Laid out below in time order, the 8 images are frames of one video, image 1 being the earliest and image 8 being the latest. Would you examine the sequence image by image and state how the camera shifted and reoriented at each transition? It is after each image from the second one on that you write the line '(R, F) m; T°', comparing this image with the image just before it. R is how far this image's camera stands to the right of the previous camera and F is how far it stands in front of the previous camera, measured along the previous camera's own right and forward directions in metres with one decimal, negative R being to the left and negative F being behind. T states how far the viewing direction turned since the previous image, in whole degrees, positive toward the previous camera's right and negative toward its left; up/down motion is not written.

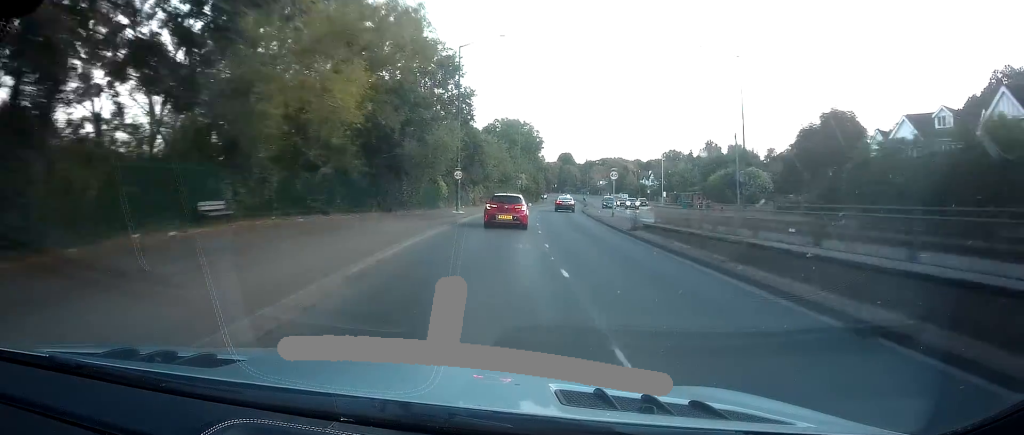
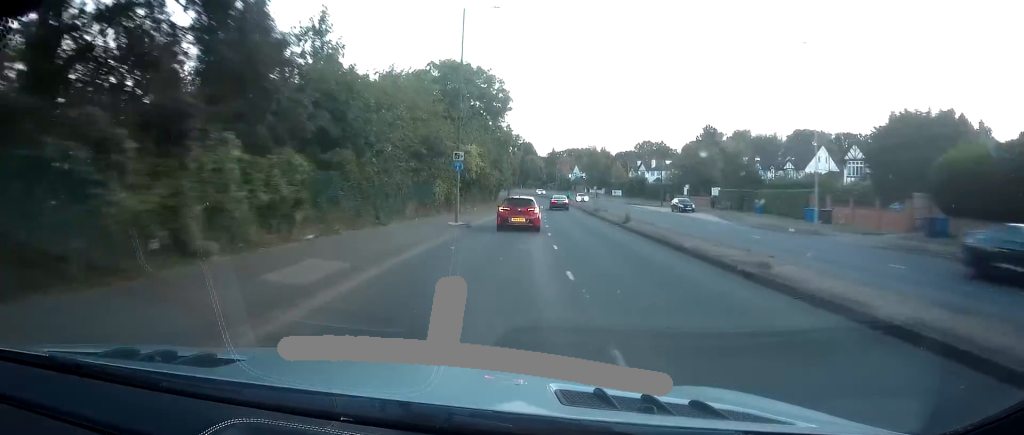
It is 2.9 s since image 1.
(+2.5, +47.4) m; +6°
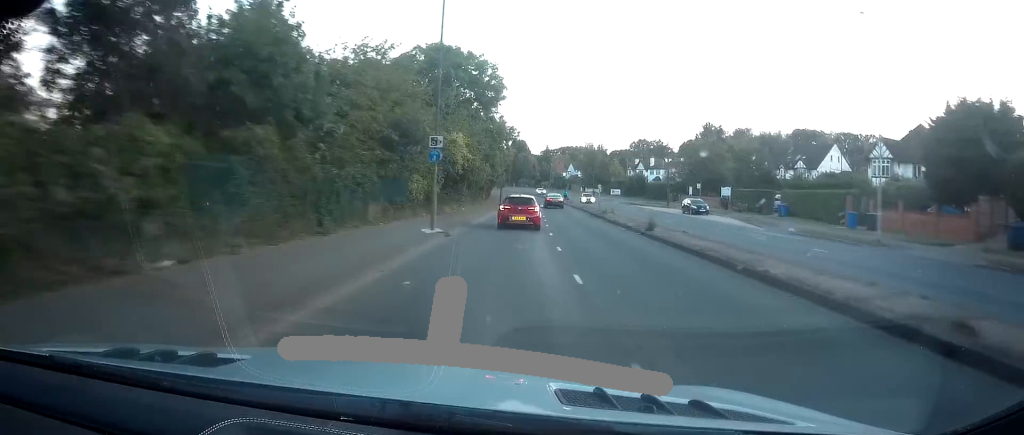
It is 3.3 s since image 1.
(0.0, +6.7) m; +1°
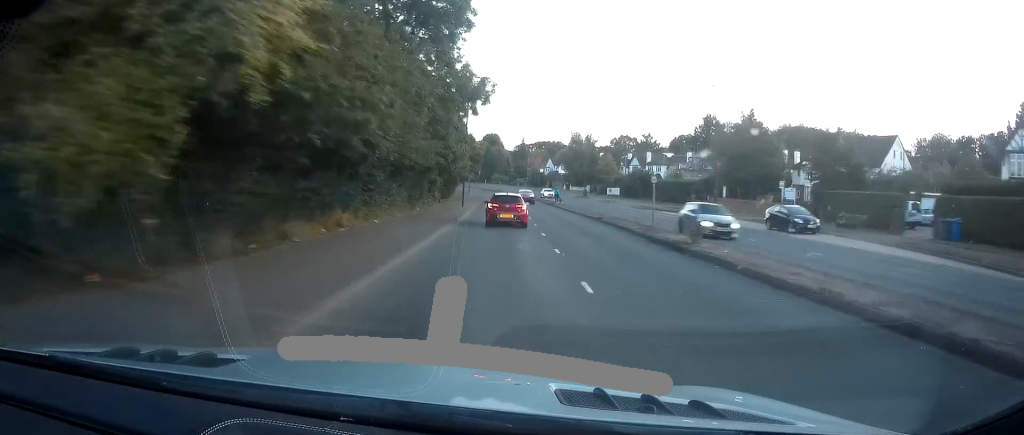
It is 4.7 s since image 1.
(+0.4, +24.6) m; +1°
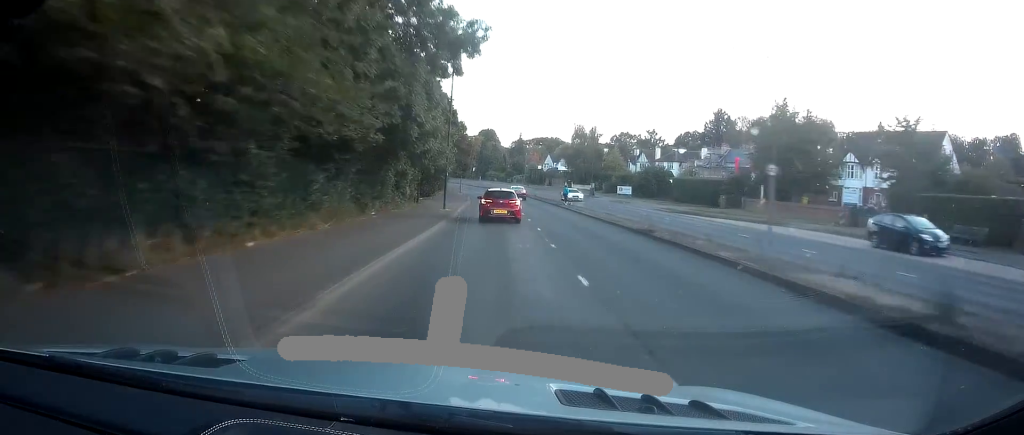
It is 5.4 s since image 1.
(0.0, +11.2) m; 0°
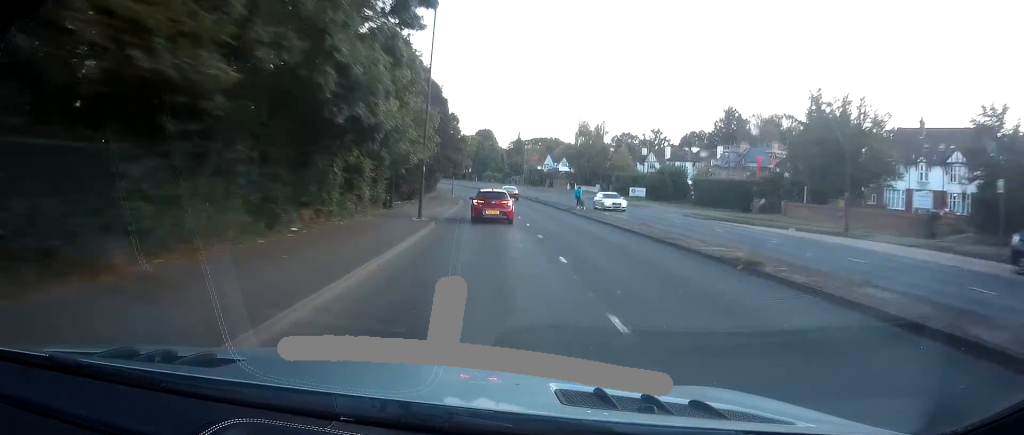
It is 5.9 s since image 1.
(+0.1, +9.1) m; 0°
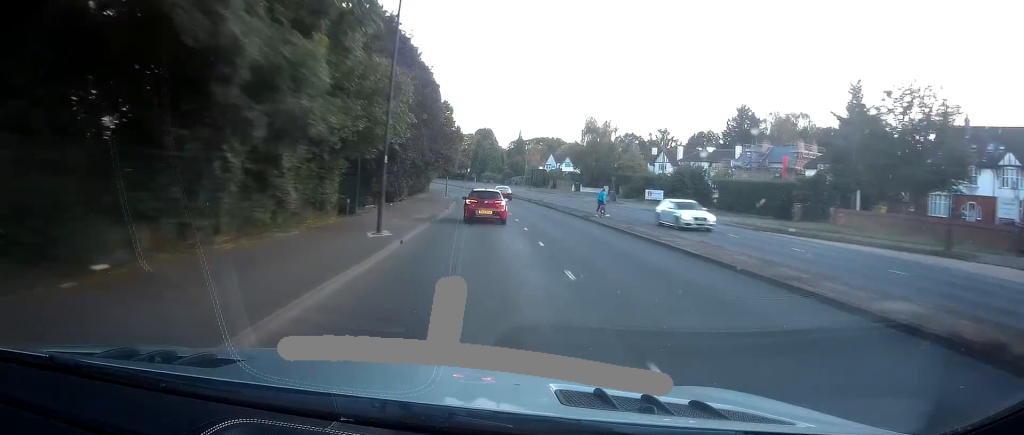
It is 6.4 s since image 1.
(0.0, +8.0) m; 0°
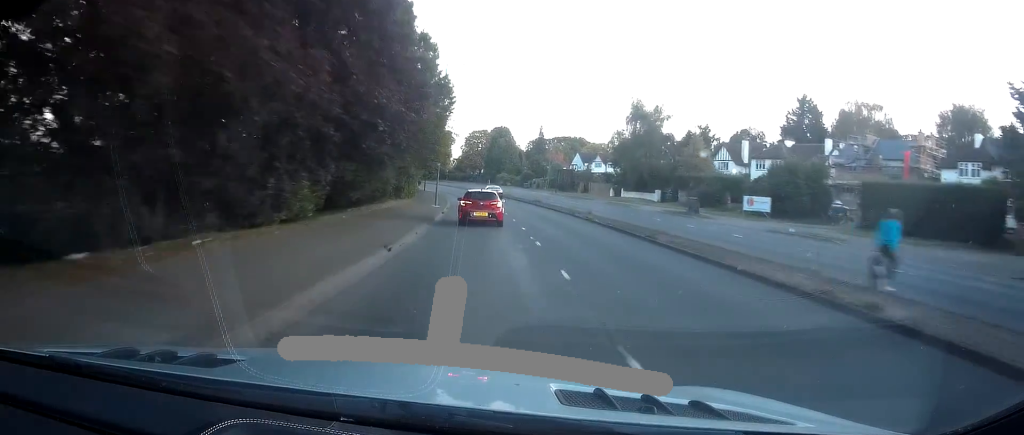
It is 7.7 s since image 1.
(-0.2, +23.3) m; -1°
